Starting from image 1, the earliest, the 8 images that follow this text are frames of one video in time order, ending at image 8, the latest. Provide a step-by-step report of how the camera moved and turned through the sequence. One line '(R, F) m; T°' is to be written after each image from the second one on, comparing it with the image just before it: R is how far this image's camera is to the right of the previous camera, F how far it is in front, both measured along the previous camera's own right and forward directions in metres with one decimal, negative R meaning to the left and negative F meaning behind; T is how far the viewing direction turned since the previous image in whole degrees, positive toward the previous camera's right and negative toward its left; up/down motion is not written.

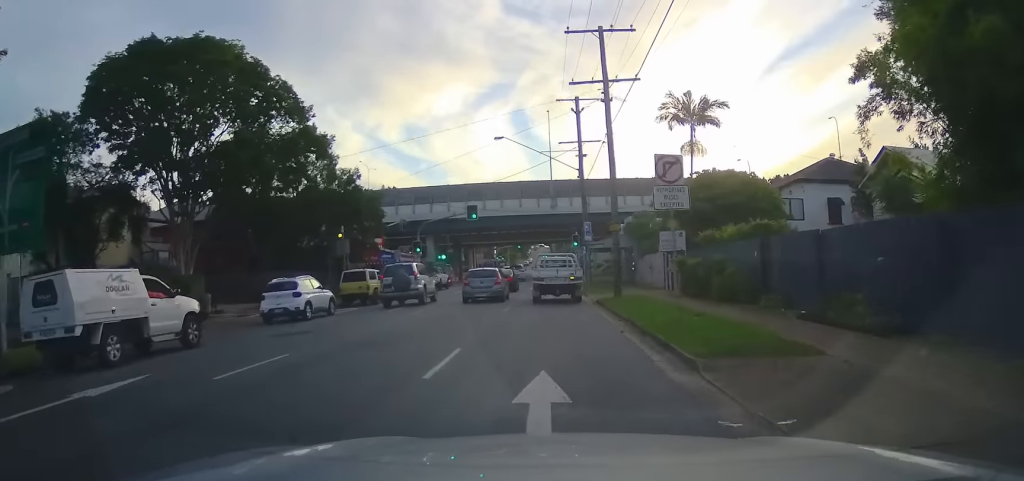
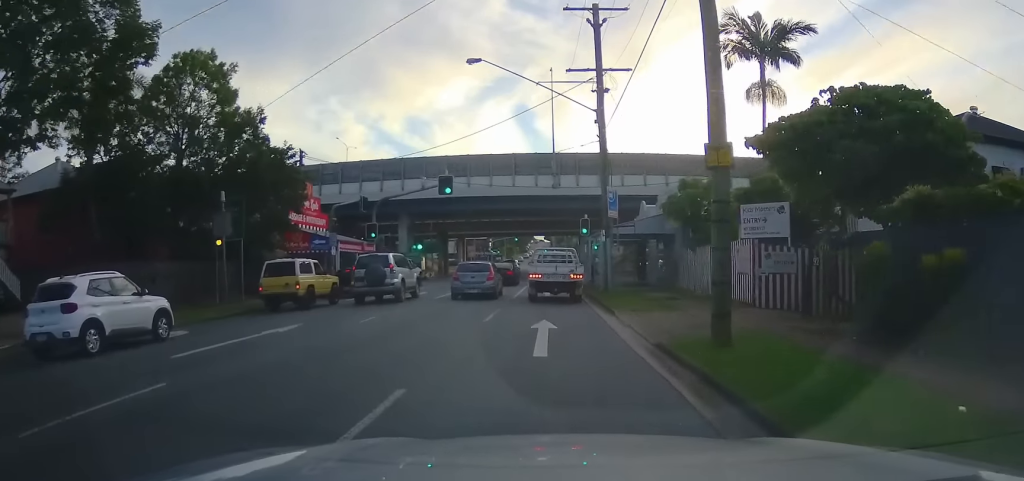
(-0.4, +13.9) m; 0°
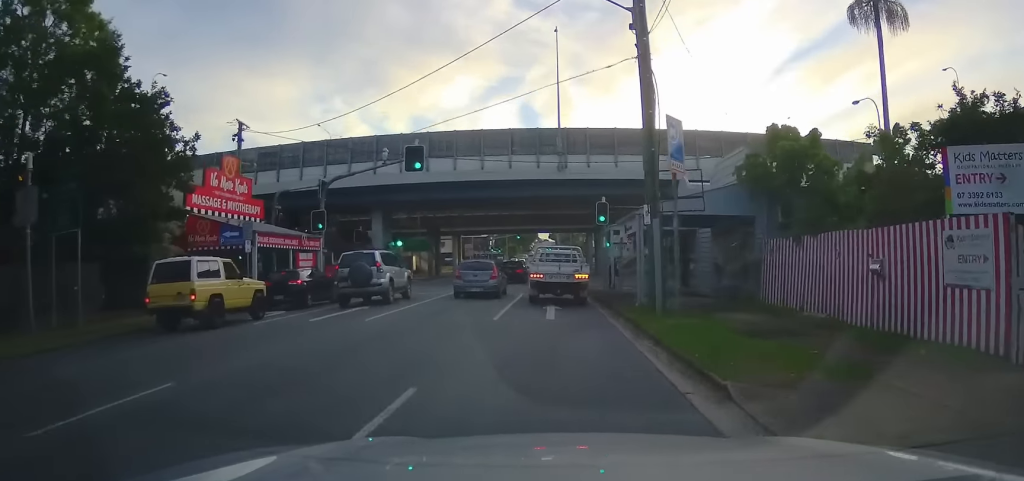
(+0.4, +10.6) m; +2°
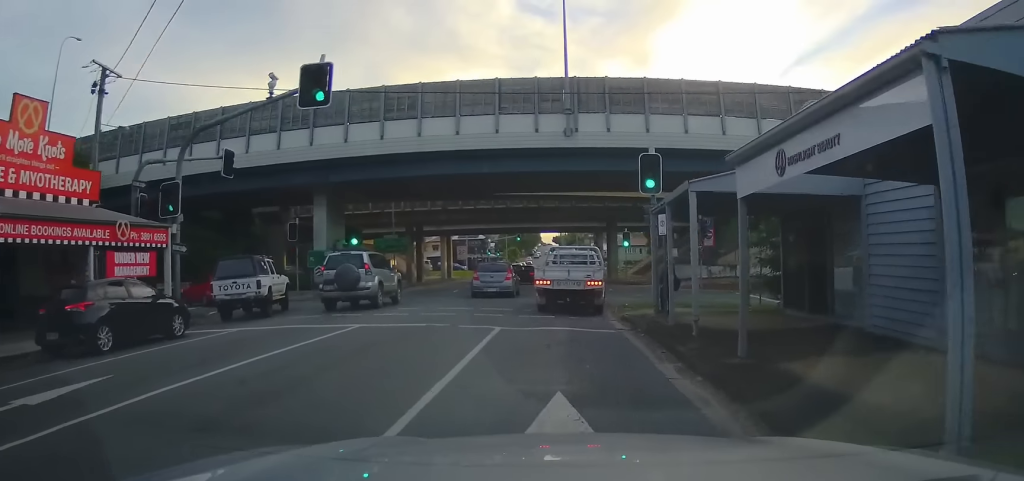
(0.0, +14.0) m; 0°
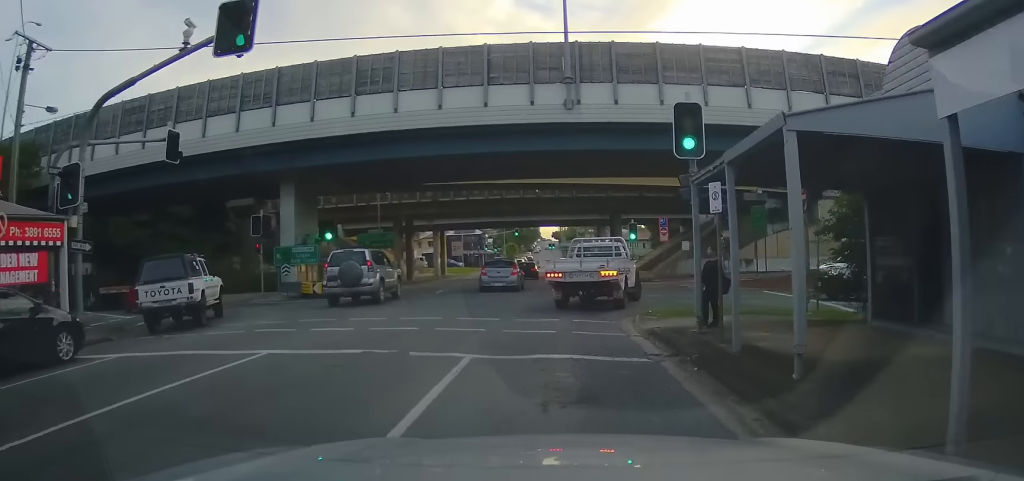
(0.0, +5.0) m; -1°
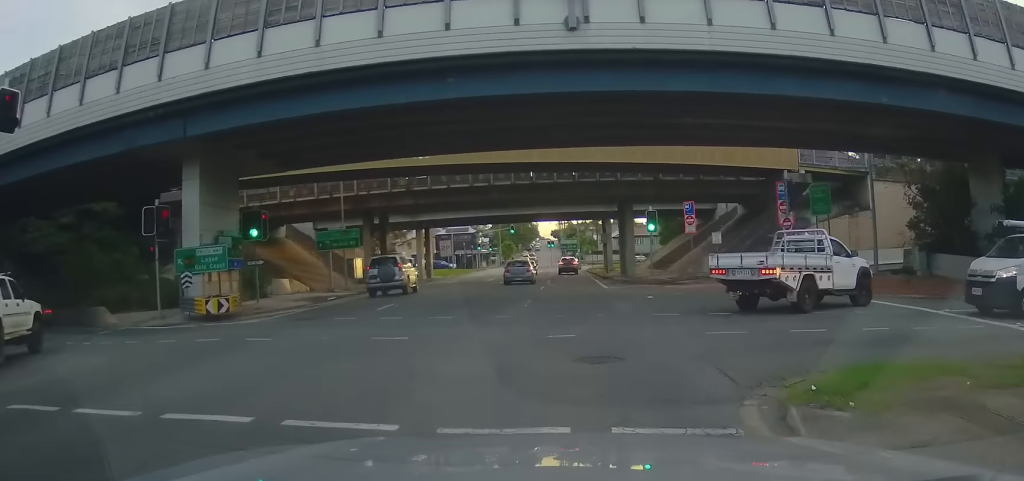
(-0.7, +11.7) m; -4°
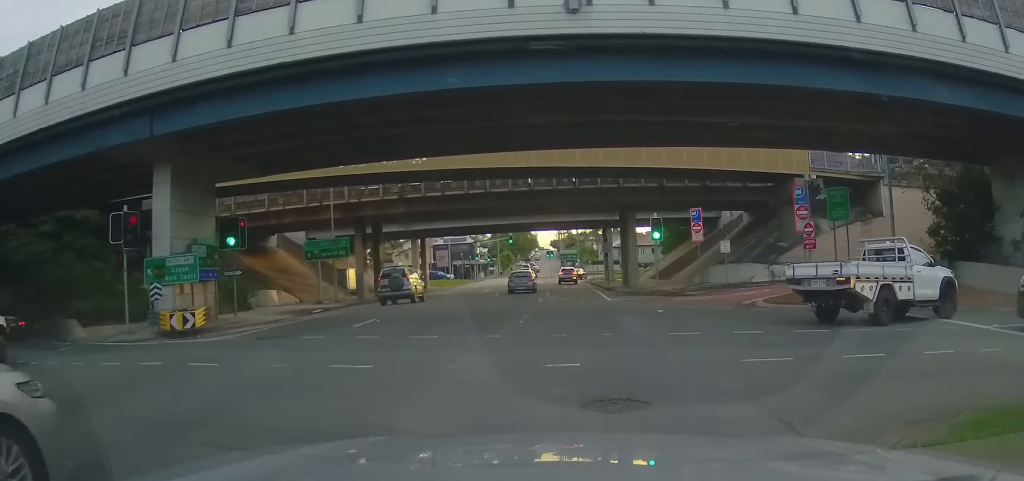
(0.0, +2.5) m; 0°
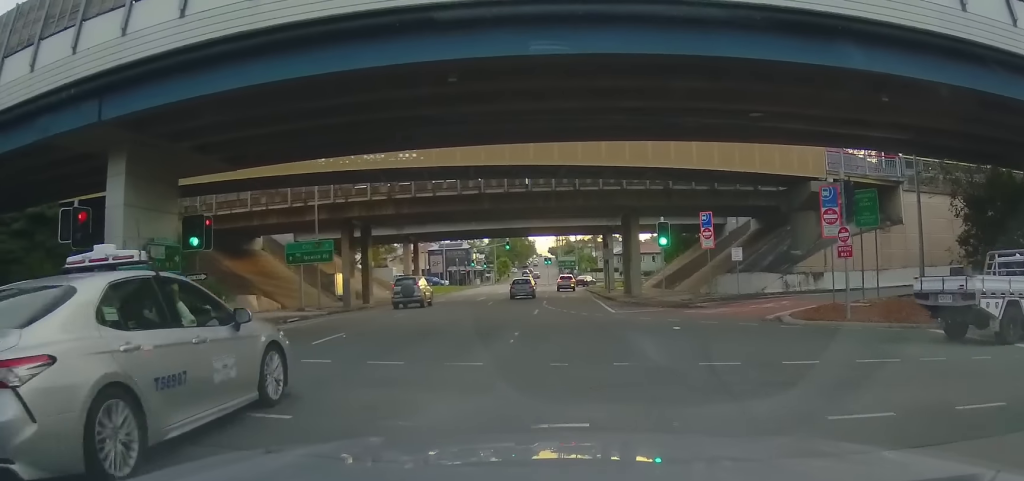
(+0.2, +2.9) m; 0°
